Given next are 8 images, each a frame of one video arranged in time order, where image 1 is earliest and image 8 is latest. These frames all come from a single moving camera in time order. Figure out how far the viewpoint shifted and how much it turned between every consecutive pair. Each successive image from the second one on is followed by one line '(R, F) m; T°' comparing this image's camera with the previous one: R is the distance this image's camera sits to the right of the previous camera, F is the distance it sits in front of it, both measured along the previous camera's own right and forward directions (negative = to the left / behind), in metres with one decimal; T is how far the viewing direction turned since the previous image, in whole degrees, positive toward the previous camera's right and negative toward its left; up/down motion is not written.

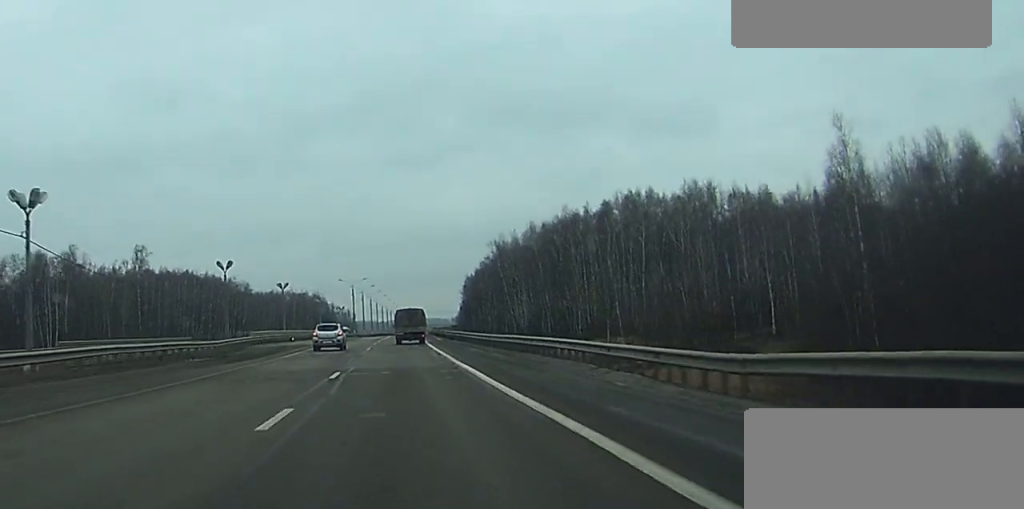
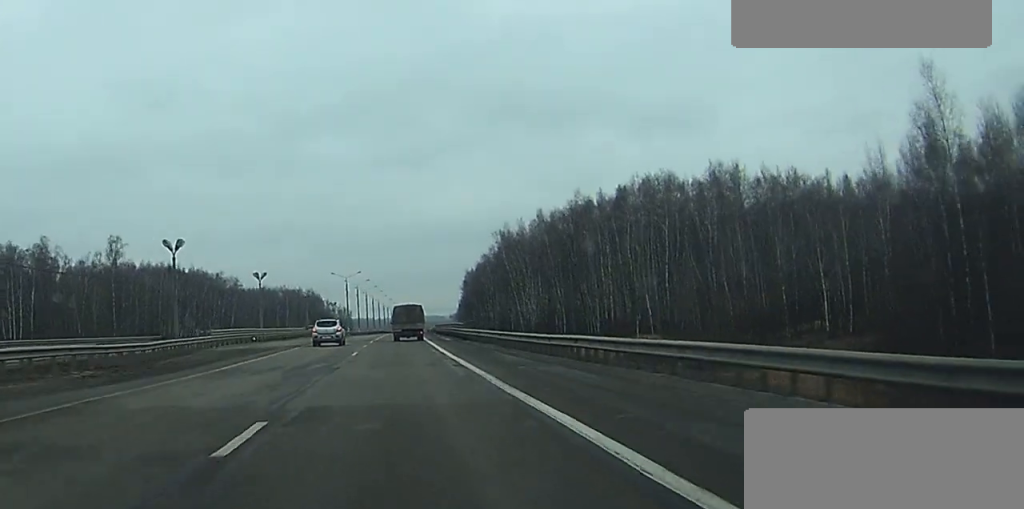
(0.0, +14.3) m; 0°
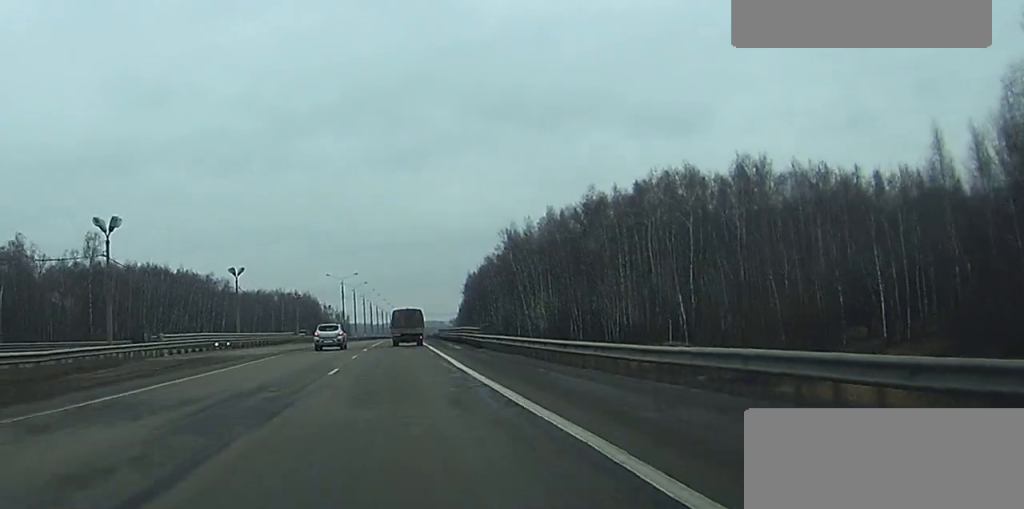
(0.0, +11.7) m; 0°
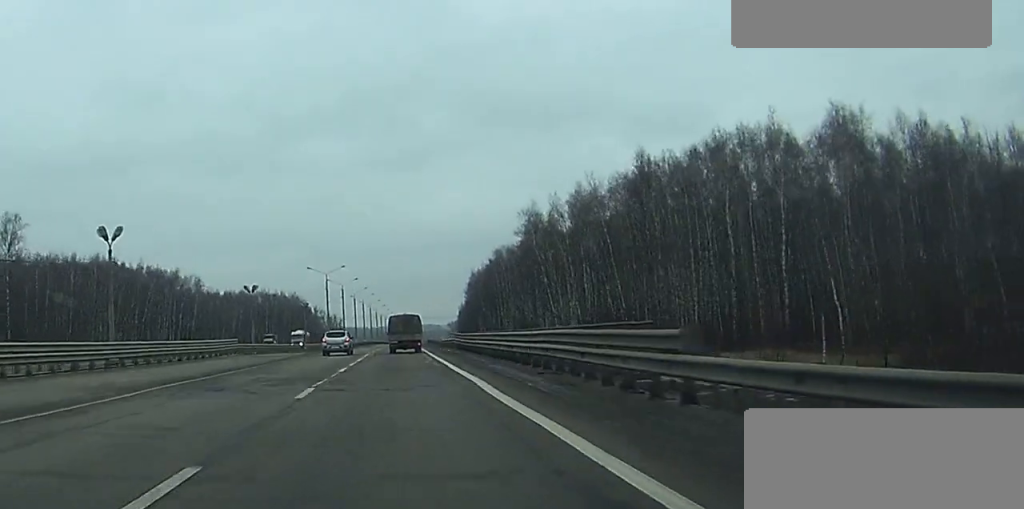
(0.0, +30.9) m; 0°
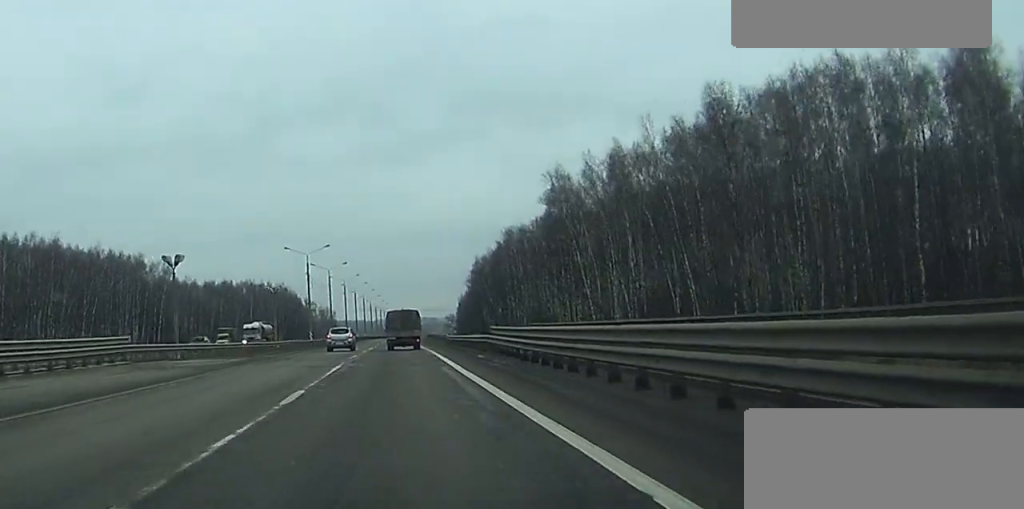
(+0.1, +25.7) m; 0°
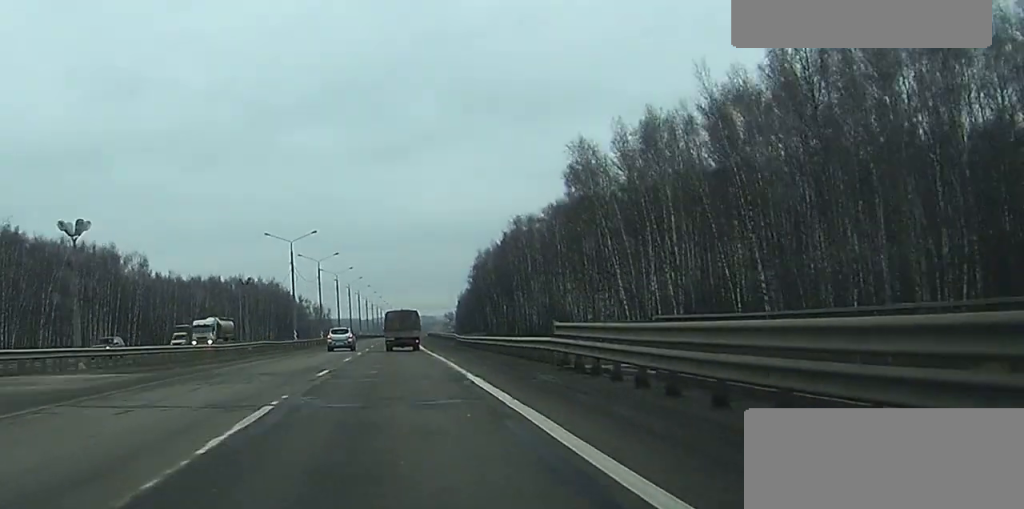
(0.0, +15.7) m; 0°
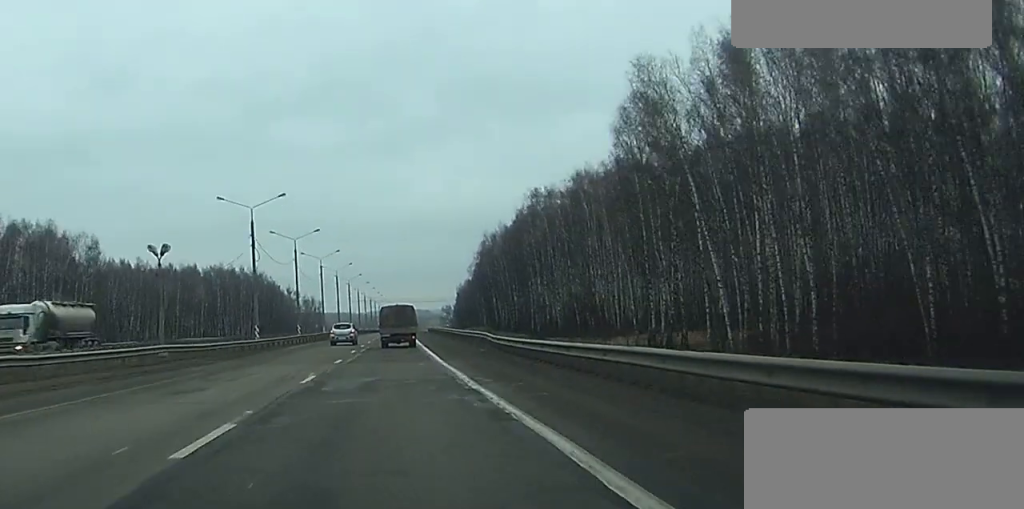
(+0.2, +26.3) m; 0°
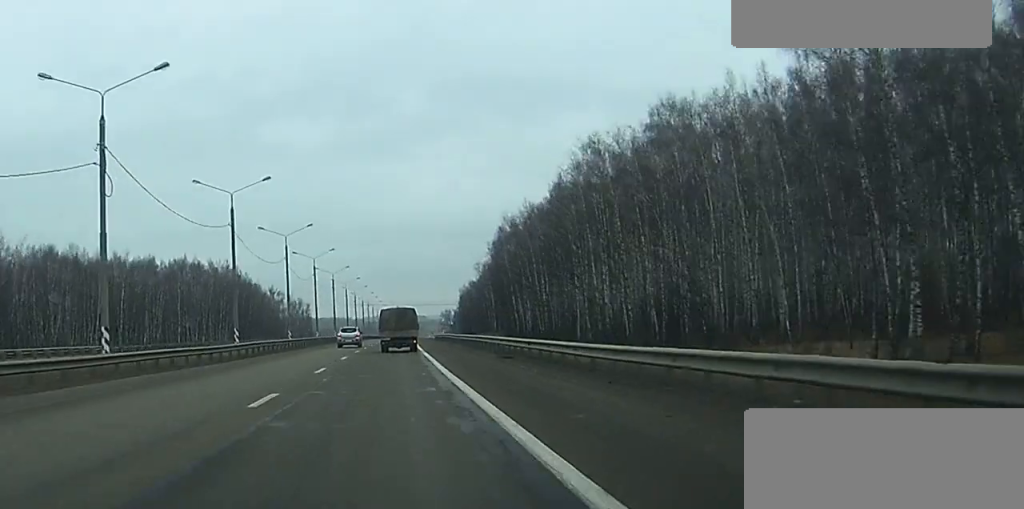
(+0.2, +41.0) m; +1°
